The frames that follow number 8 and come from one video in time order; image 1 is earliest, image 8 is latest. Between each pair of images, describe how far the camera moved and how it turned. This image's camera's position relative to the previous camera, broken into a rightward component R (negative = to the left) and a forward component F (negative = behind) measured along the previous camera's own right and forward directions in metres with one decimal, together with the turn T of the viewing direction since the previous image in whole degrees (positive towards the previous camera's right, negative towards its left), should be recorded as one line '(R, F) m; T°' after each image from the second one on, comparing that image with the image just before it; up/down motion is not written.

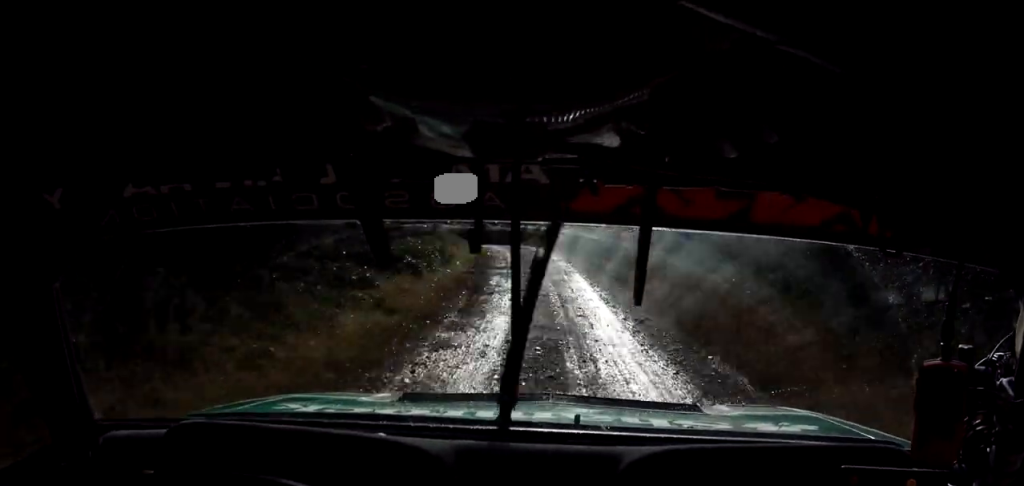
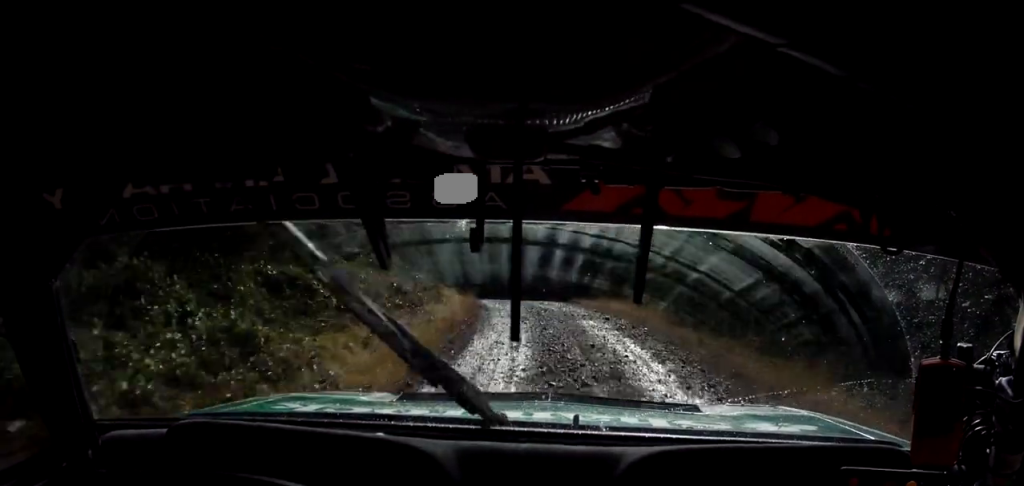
(-1.2, +32.2) m; -5°
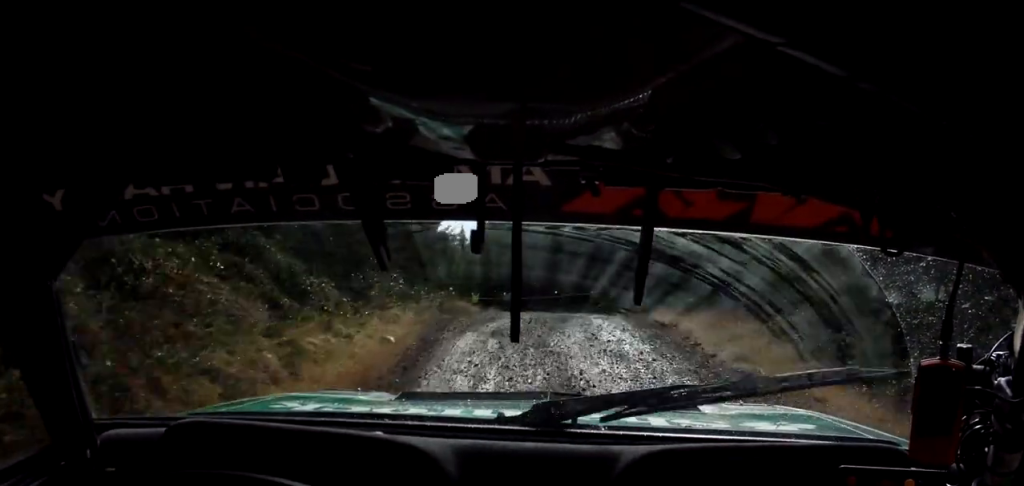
(-0.5, +15.6) m; -1°
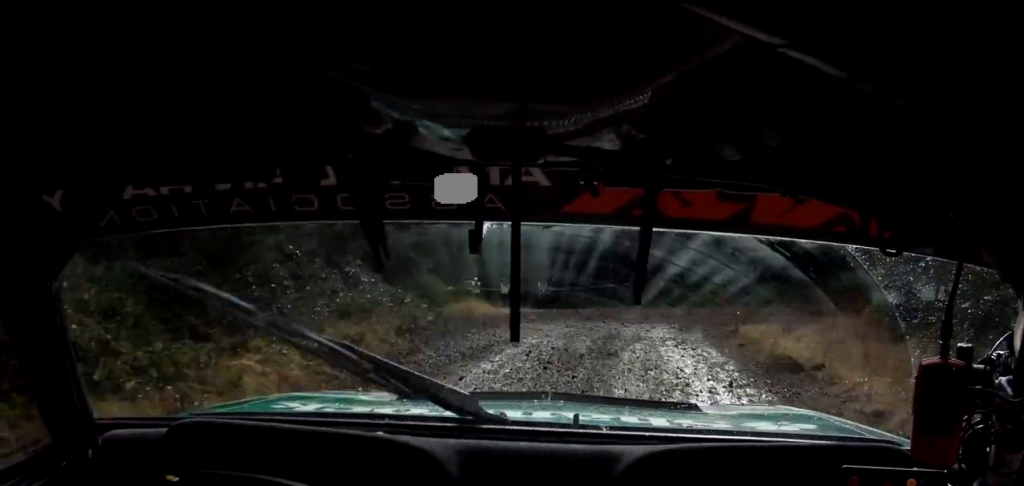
(-0.1, +7.6) m; +2°
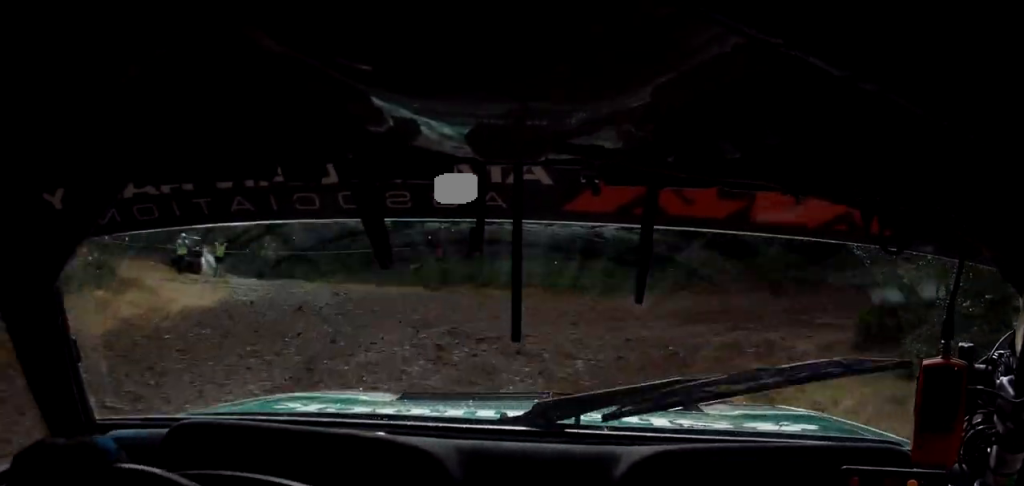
(+0.7, +11.8) m; +13°
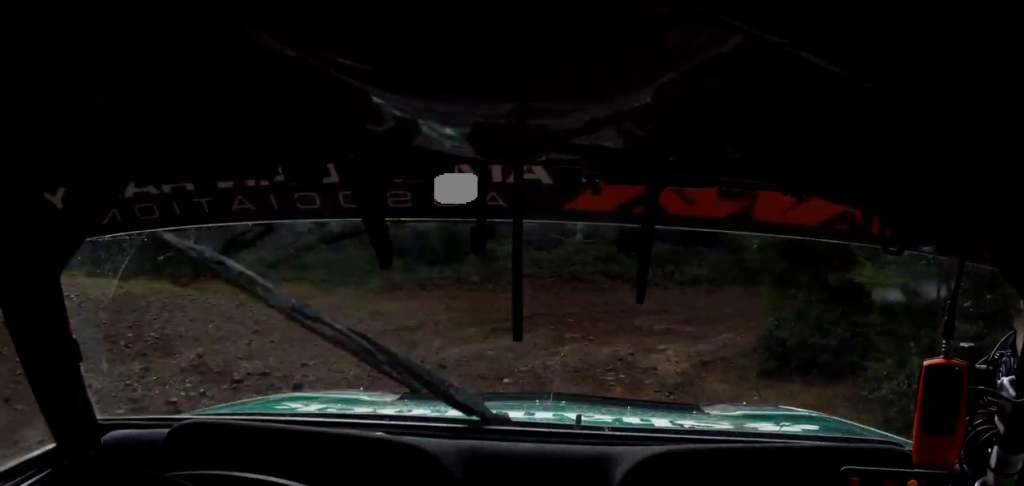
(-0.5, +4.8) m; +8°
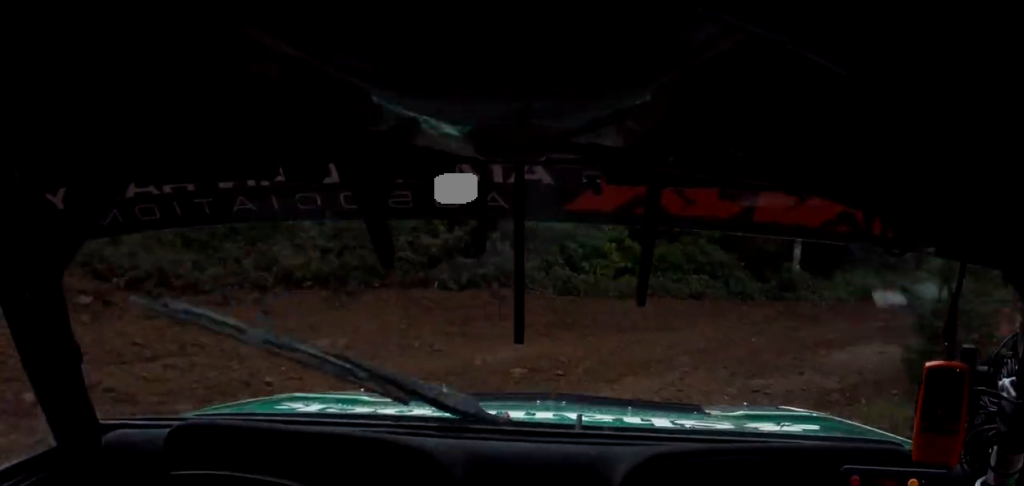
(+5.2, +11.6) m; +41°
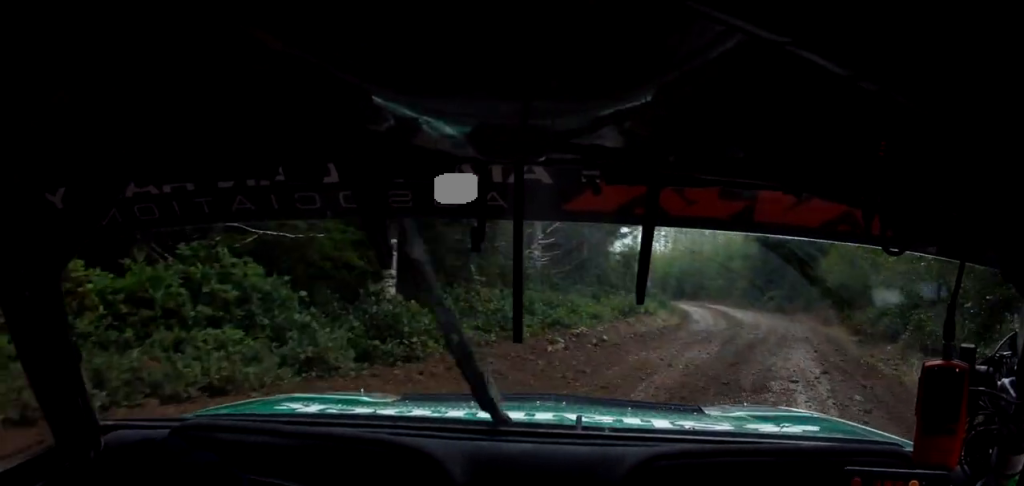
(+2.2, +7.9) m; +27°
